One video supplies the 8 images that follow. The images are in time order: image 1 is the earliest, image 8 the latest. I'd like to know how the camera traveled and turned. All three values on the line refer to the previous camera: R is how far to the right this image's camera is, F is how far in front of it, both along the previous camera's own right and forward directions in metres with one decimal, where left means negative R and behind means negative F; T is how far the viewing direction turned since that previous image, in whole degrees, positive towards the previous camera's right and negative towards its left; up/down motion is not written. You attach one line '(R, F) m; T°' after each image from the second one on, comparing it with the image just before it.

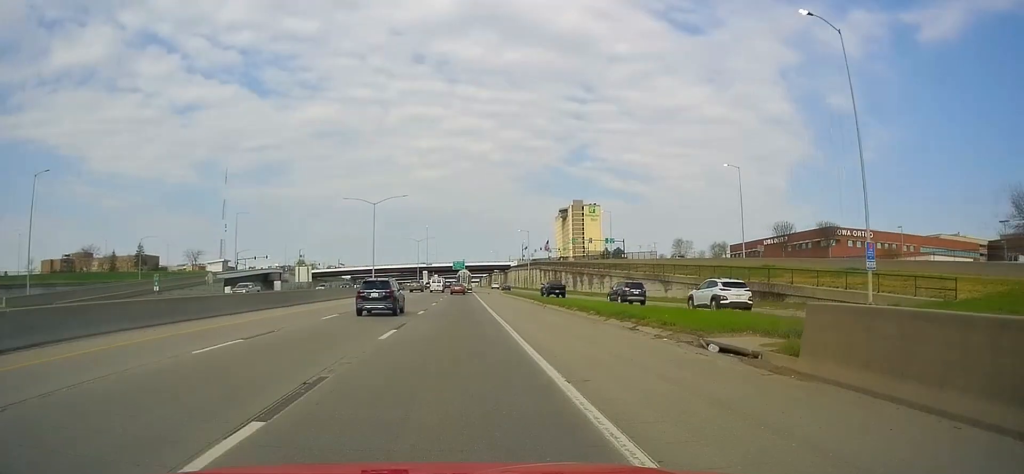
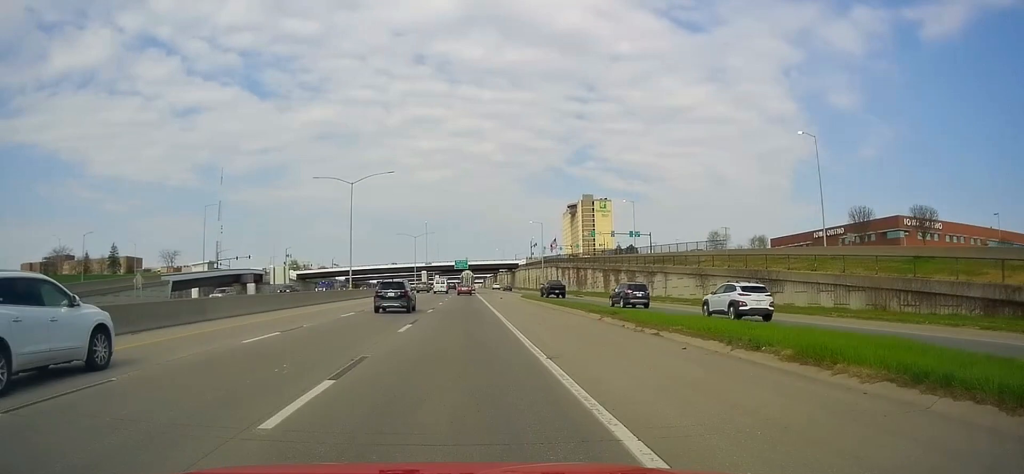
(+0.4, +21.8) m; 0°
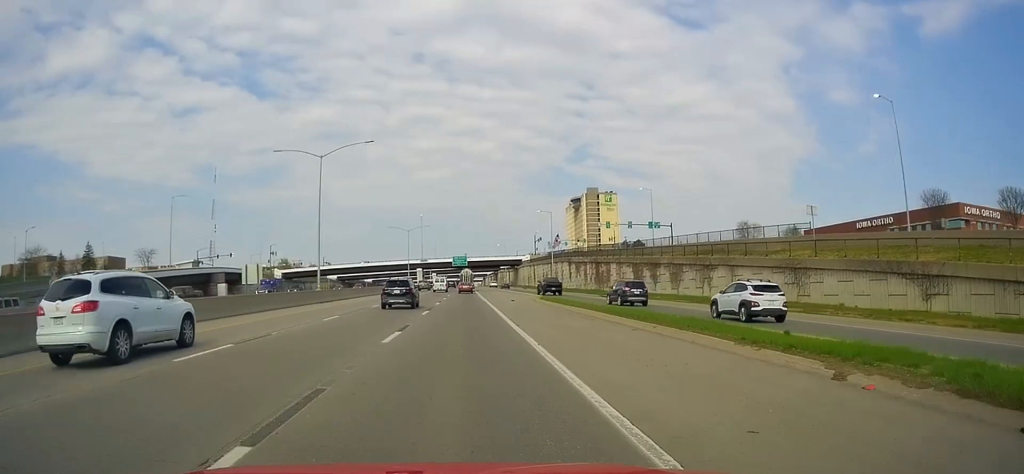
(0.0, +15.8) m; 0°
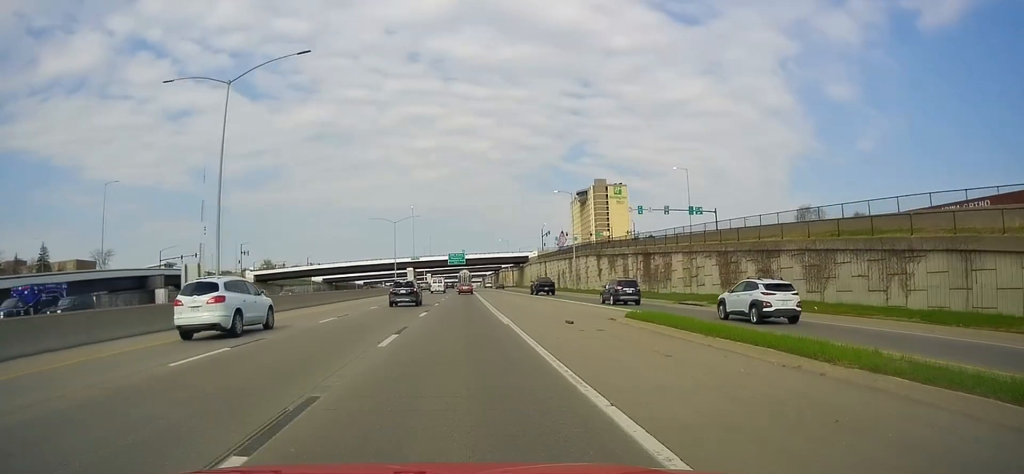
(-0.4, +24.7) m; -1°
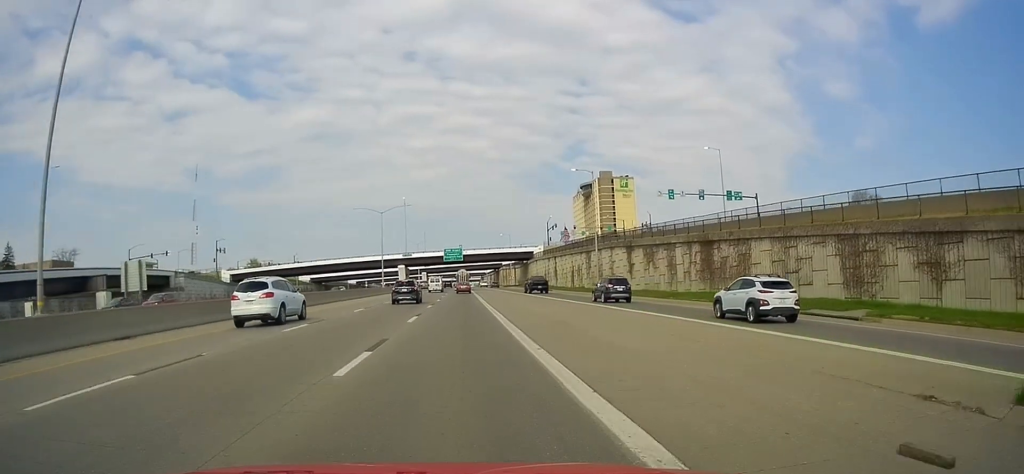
(0.0, +17.1) m; 0°
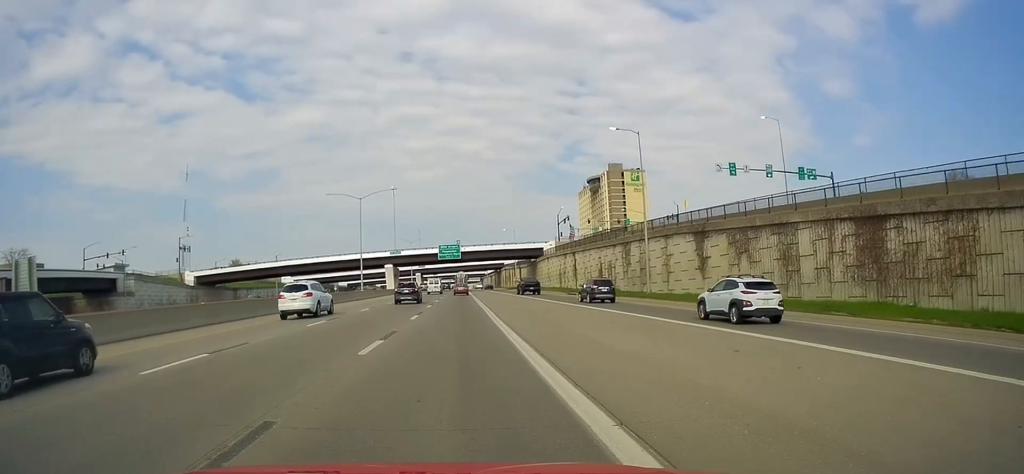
(+0.1, +21.3) m; +1°
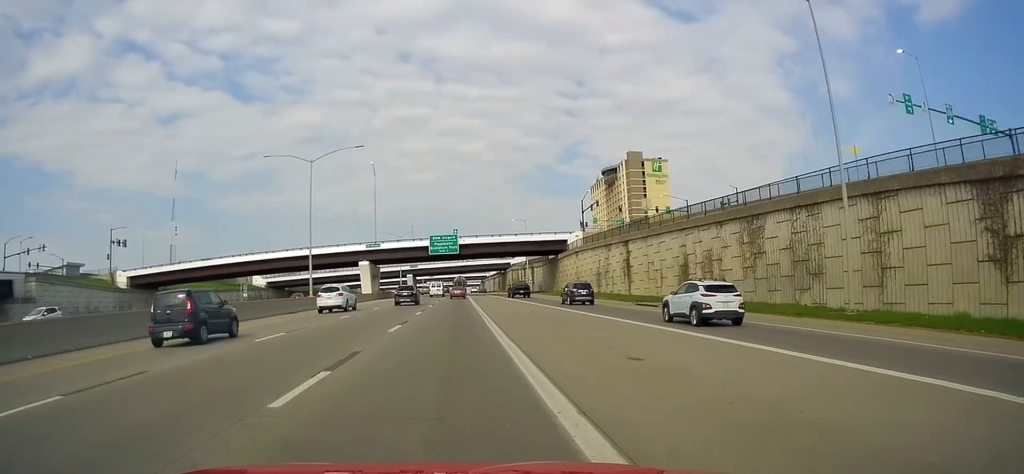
(+0.2, +29.3) m; -1°
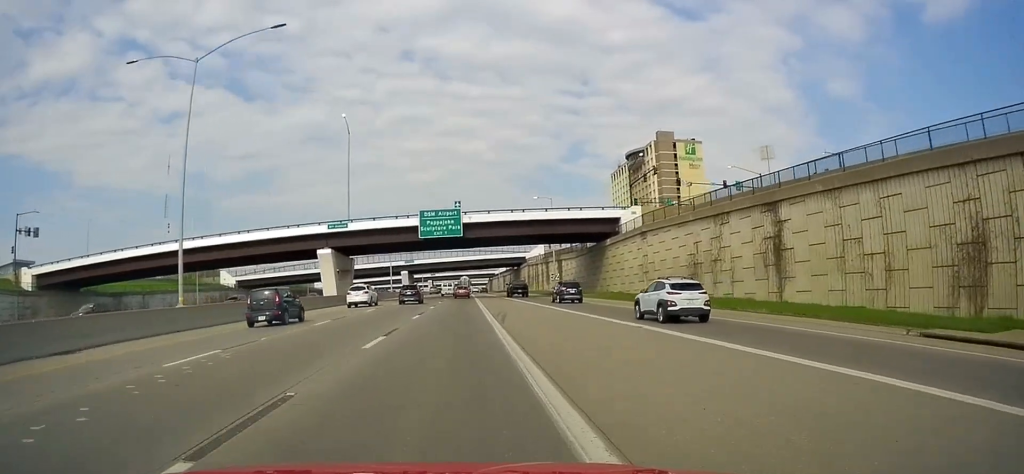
(-0.4, +28.7) m; +1°
